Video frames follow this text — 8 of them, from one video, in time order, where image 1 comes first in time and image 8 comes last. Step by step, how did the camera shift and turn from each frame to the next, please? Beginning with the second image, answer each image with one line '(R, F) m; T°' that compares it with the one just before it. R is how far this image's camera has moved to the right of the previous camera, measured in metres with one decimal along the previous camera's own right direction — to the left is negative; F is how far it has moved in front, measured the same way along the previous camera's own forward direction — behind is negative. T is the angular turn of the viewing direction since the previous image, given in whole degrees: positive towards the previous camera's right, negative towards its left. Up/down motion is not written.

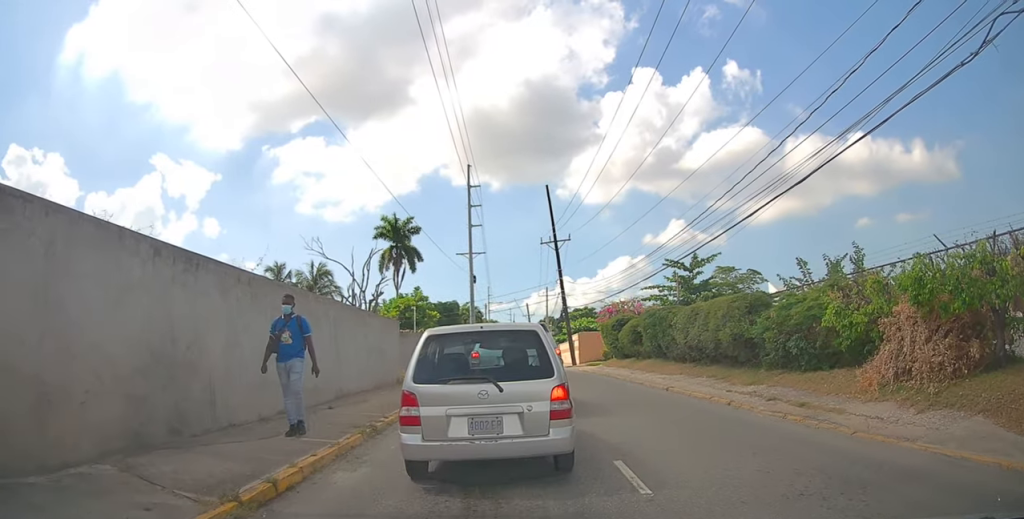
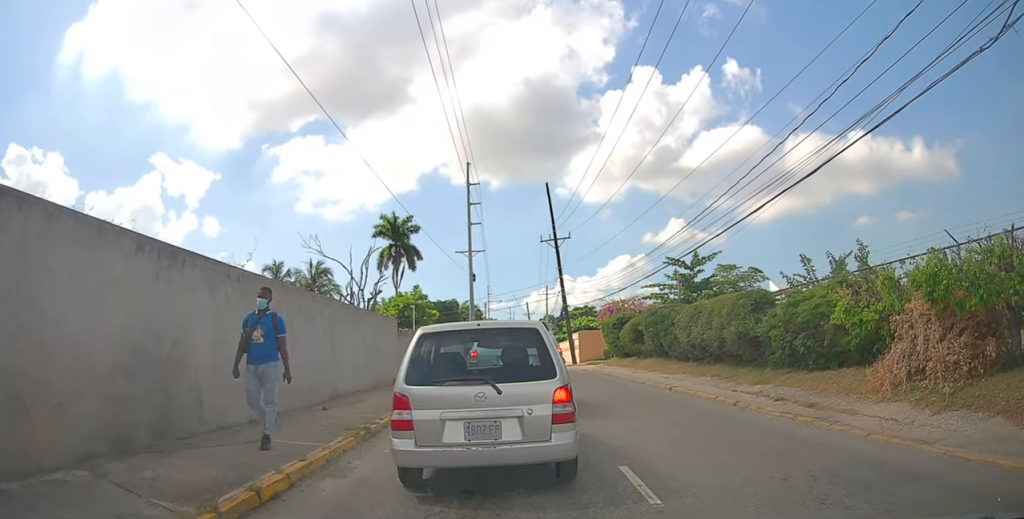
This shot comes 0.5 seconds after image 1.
(0.0, +0.6) m; 0°
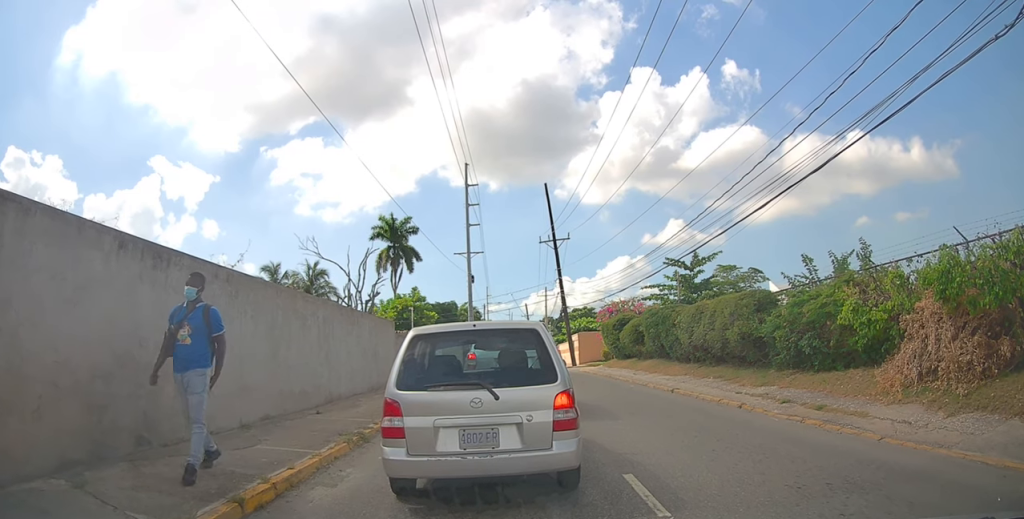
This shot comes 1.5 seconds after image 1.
(+0.1, +0.8) m; 0°
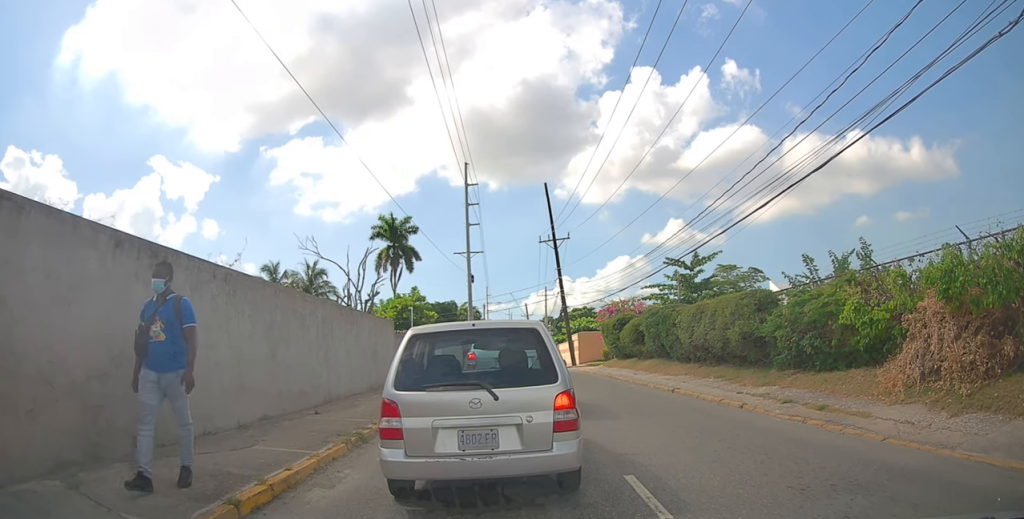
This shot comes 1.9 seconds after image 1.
(0.0, +0.1) m; 0°
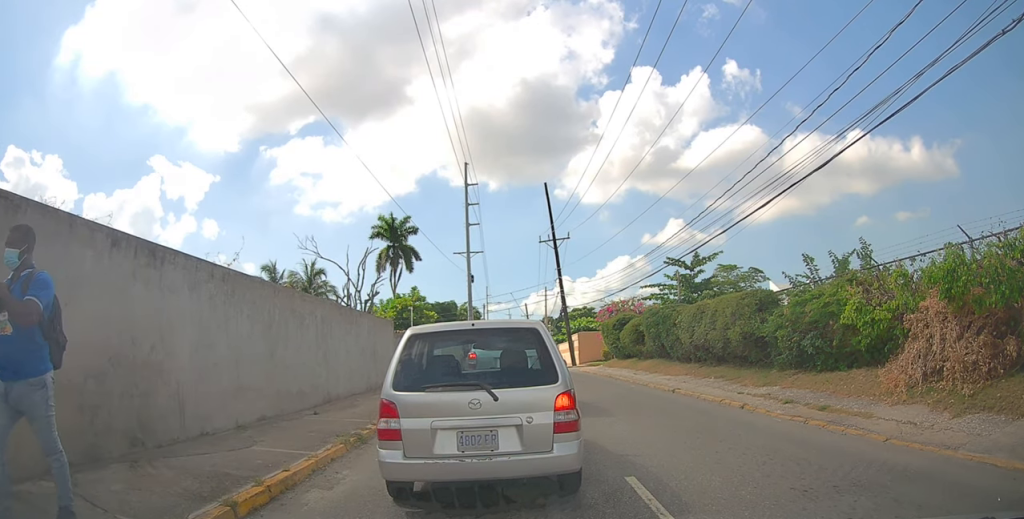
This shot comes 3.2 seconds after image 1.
(0.0, 0.0) m; 0°
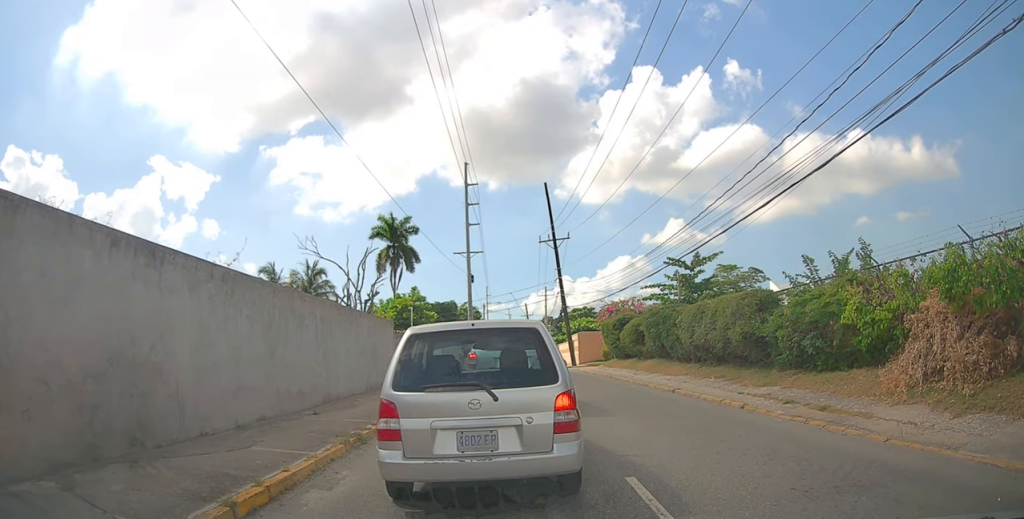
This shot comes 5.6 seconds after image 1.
(0.0, 0.0) m; 0°
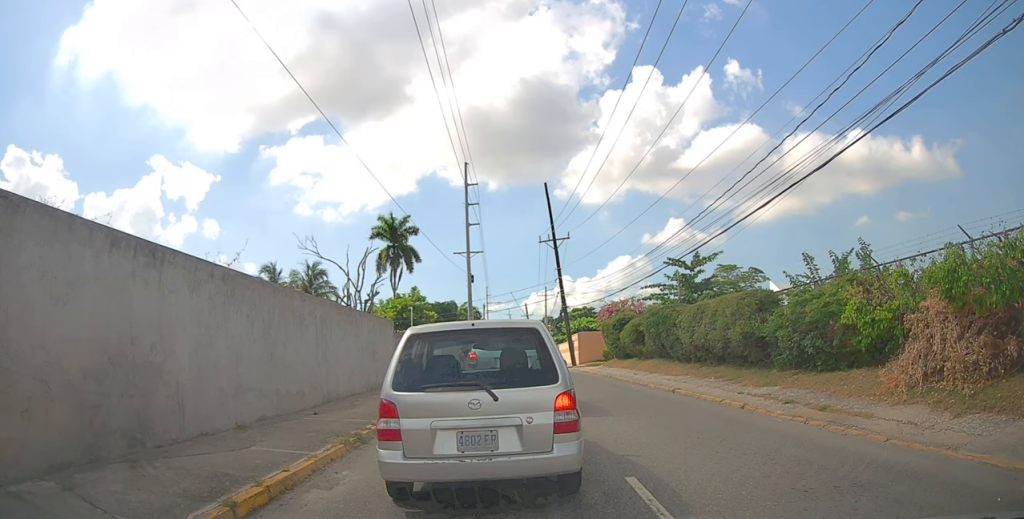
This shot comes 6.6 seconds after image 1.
(0.0, 0.0) m; 0°
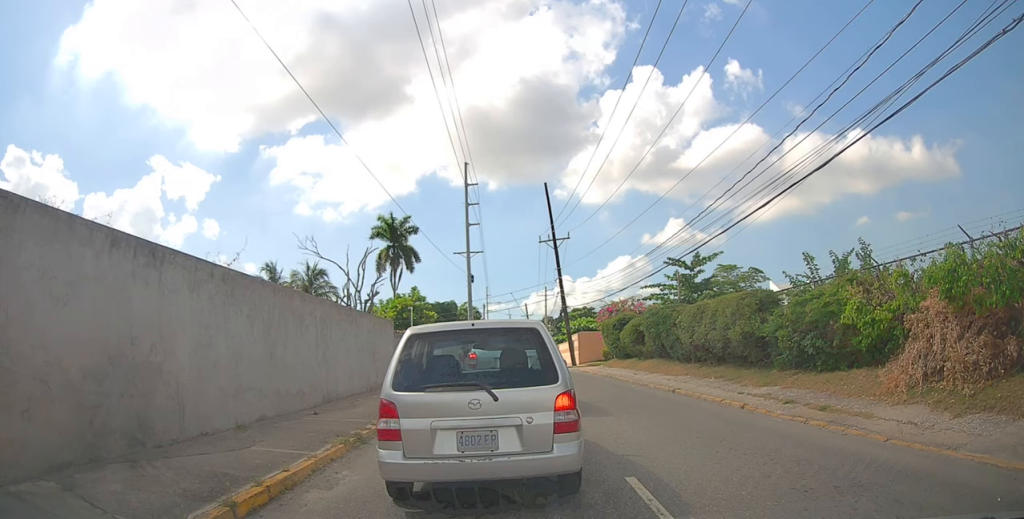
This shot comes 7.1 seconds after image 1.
(0.0, 0.0) m; 0°
